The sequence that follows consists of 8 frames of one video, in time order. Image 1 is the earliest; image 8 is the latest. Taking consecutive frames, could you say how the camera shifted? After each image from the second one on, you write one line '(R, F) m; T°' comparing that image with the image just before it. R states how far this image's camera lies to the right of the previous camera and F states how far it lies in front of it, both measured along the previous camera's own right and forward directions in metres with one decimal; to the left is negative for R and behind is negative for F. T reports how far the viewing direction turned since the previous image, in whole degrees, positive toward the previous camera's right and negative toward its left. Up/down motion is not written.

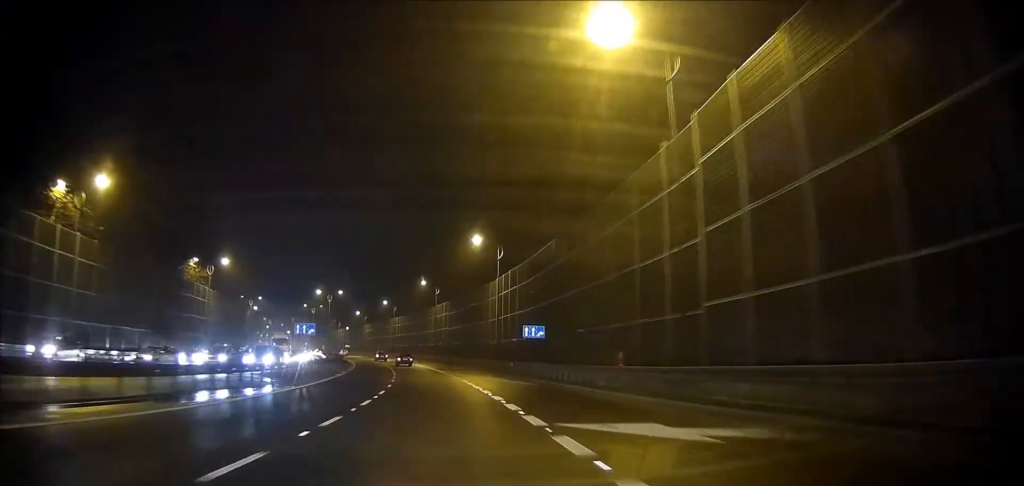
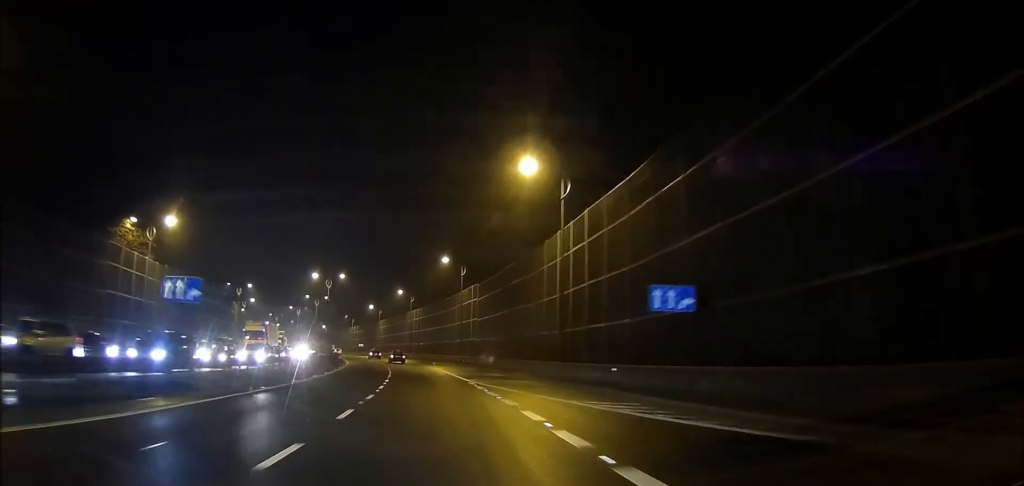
(-0.1, +23.4) m; -1°
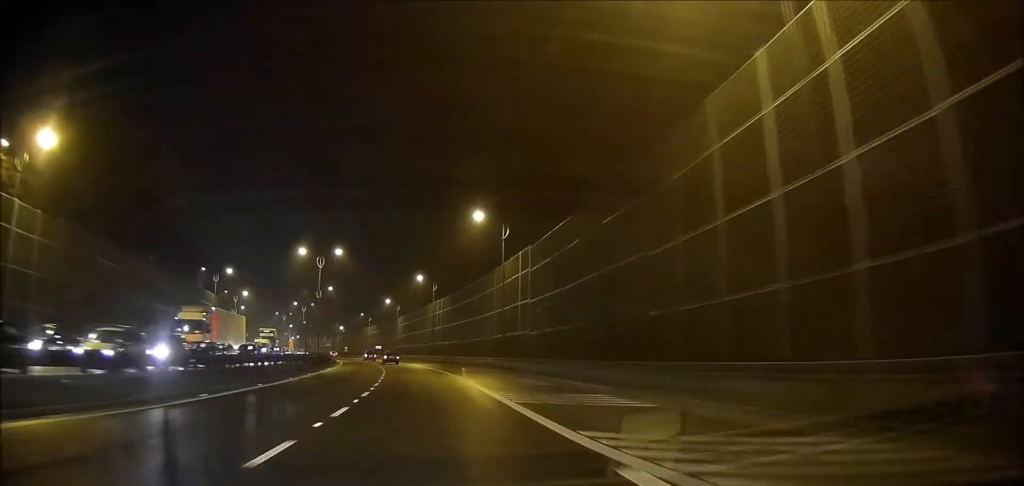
(-0.5, +24.0) m; -2°
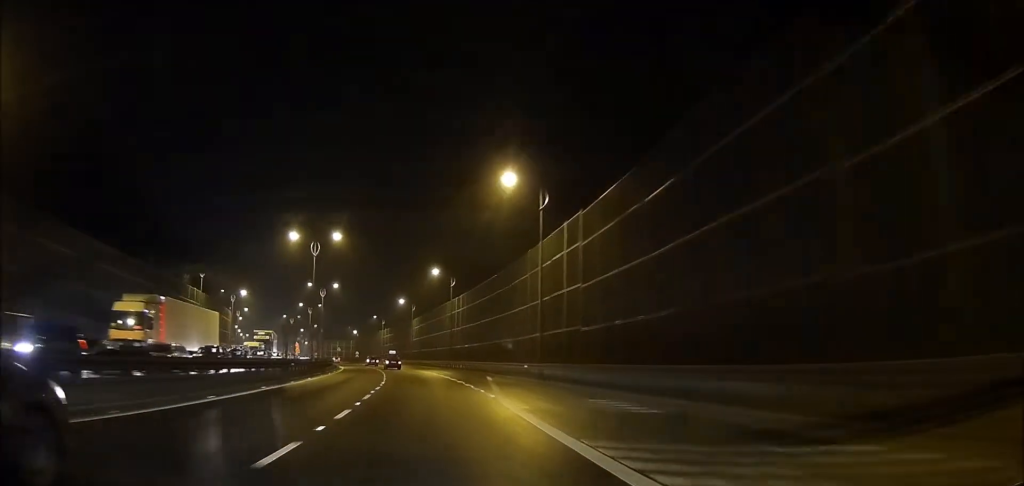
(-0.1, +11.7) m; -1°
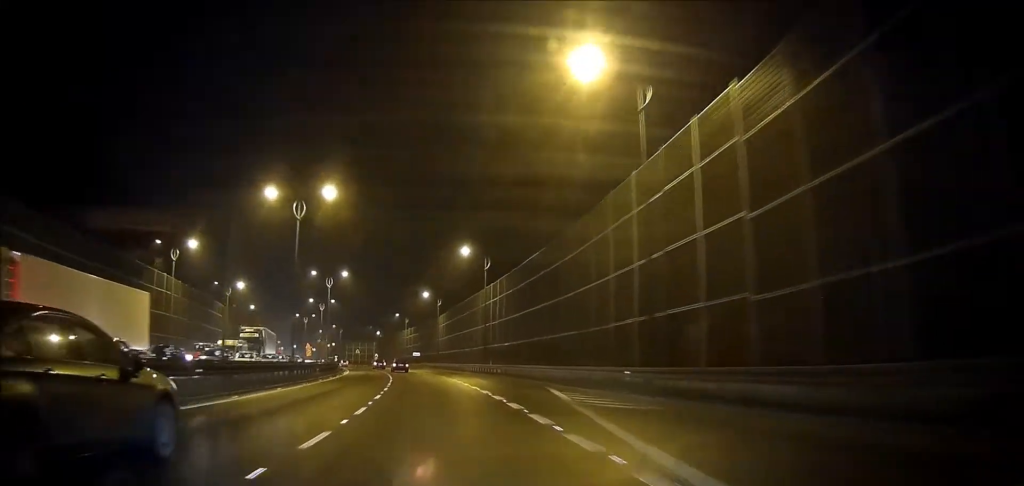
(-0.3, +16.3) m; -2°
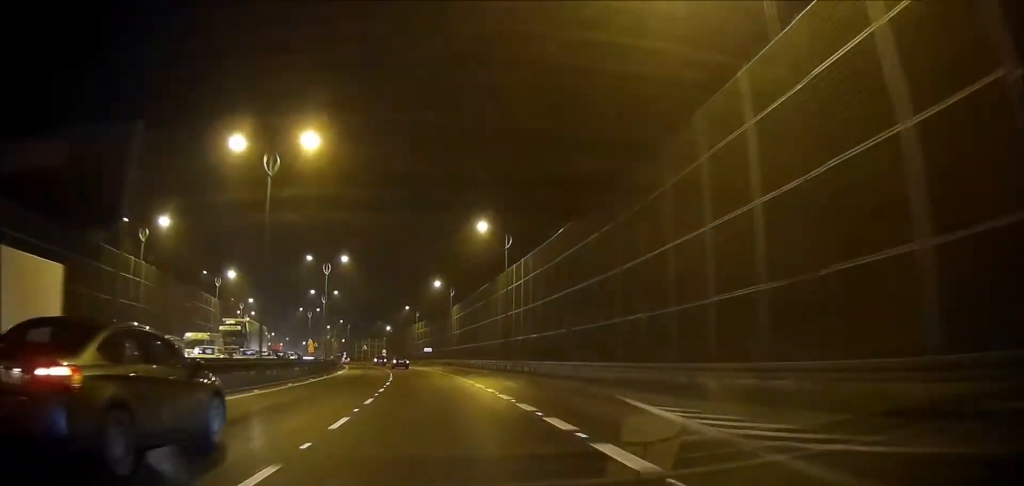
(-0.1, +9.8) m; -1°
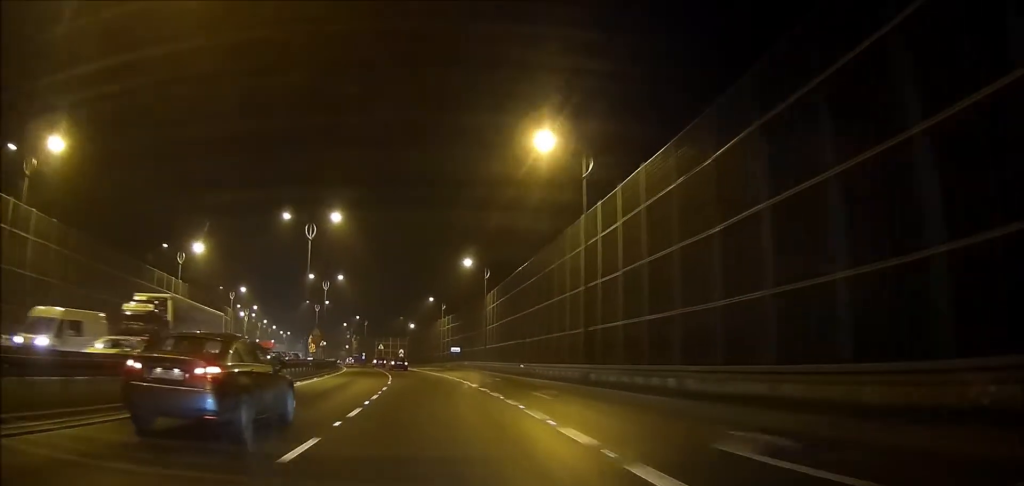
(-0.7, +21.5) m; -3°
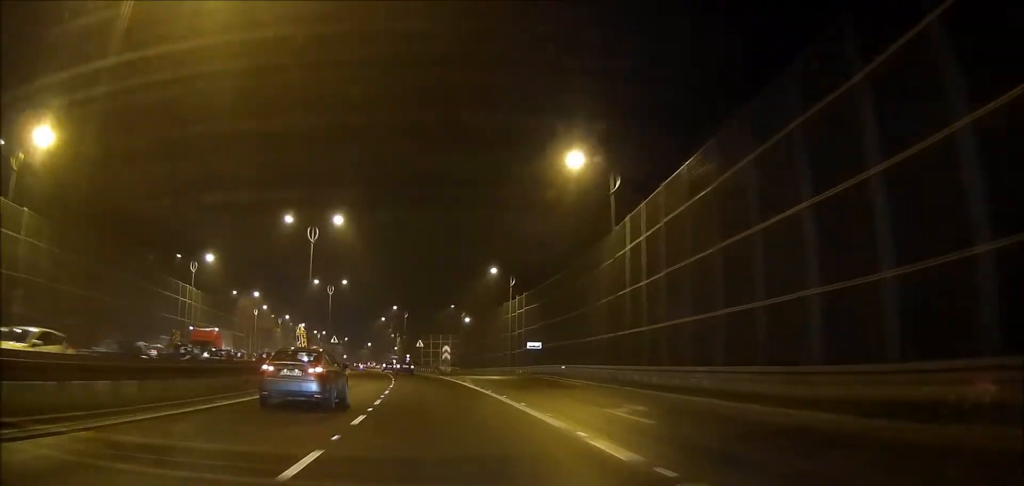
(-1.4, +36.9) m; -4°
